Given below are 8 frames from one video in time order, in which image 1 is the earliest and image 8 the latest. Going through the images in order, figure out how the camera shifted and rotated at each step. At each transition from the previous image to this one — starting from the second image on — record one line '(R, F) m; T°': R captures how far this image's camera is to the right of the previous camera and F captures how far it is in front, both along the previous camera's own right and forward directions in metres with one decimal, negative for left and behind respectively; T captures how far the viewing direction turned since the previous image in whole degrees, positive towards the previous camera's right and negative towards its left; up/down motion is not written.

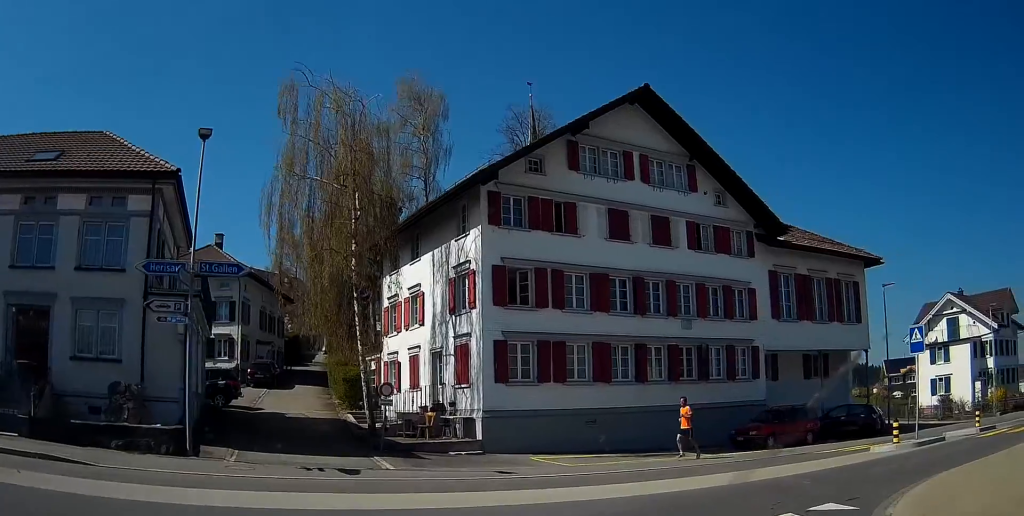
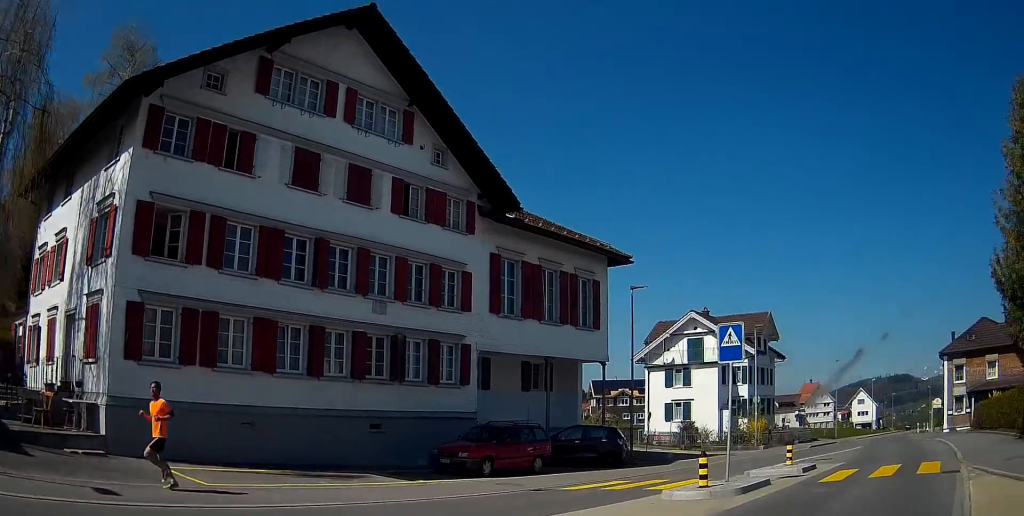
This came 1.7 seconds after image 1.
(+1.4, +6.0) m; +31°
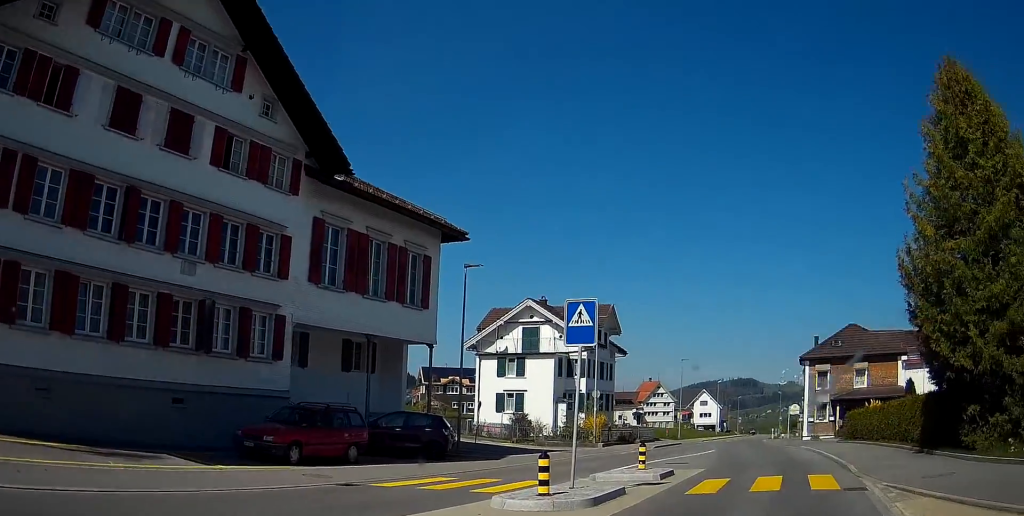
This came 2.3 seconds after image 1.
(+0.2, +2.3) m; +9°
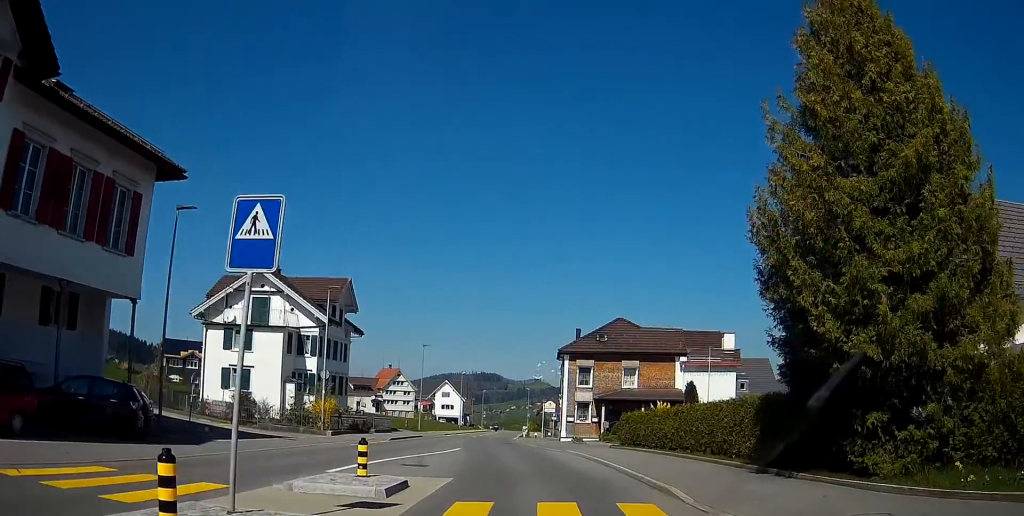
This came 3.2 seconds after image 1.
(+0.6, +4.9) m; +10°
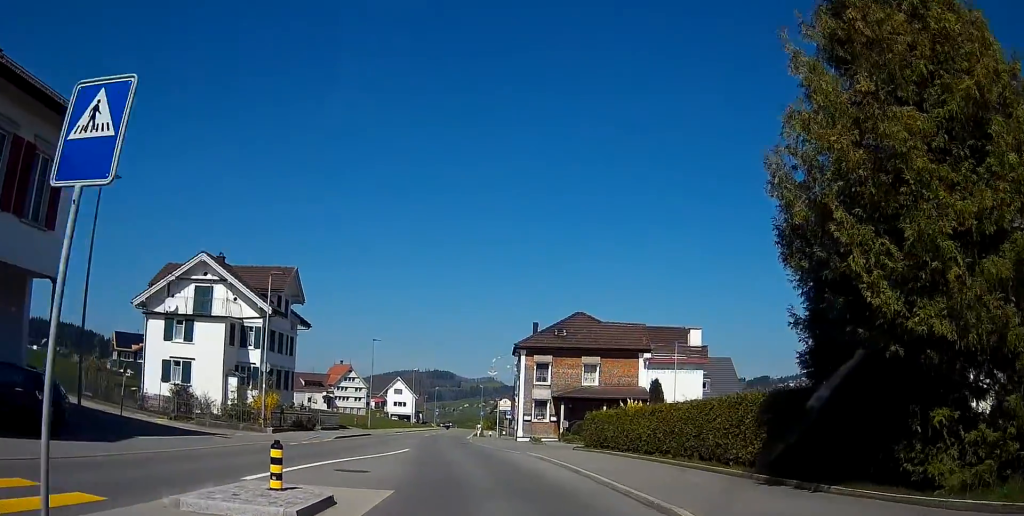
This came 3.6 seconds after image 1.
(+0.1, +2.6) m; +3°
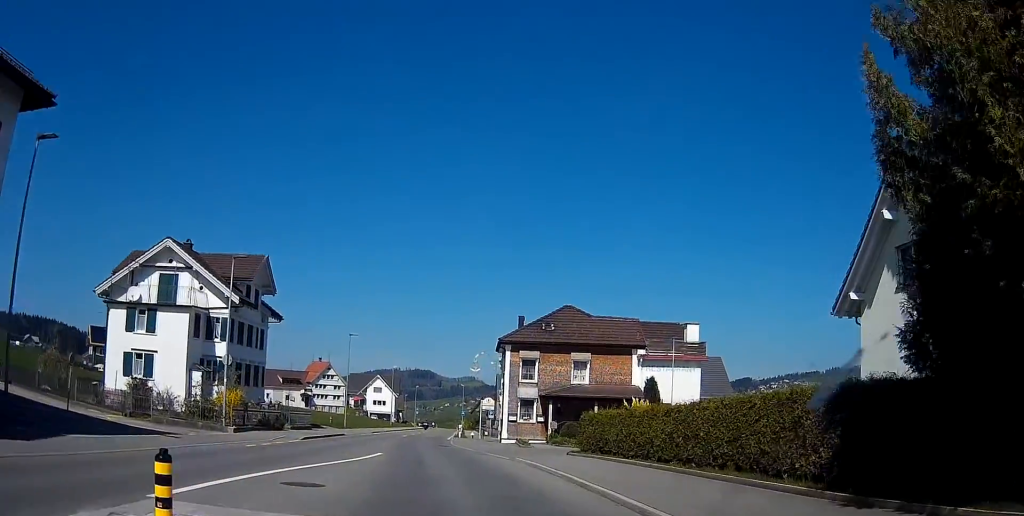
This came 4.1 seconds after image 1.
(+0.1, +3.1) m; +2°
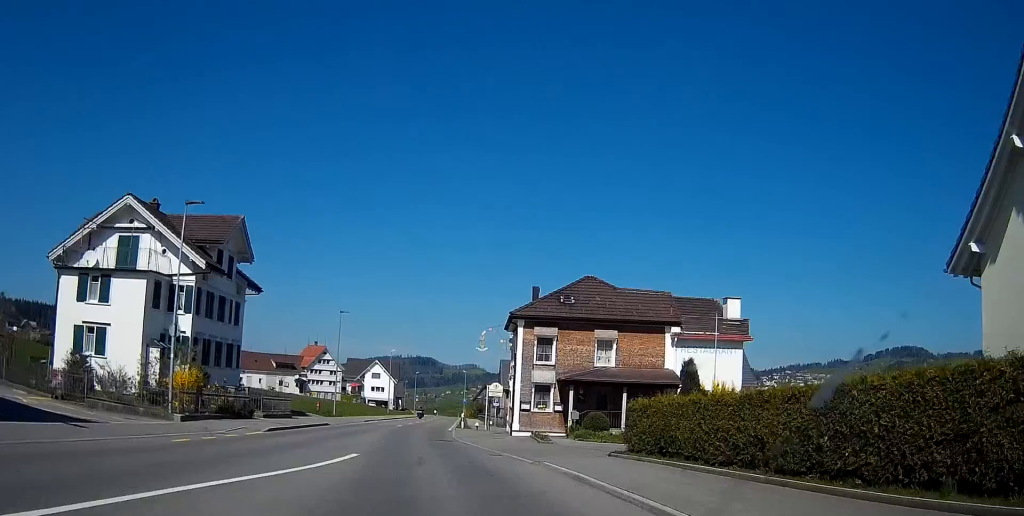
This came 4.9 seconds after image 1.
(+0.1, +6.2) m; +2°
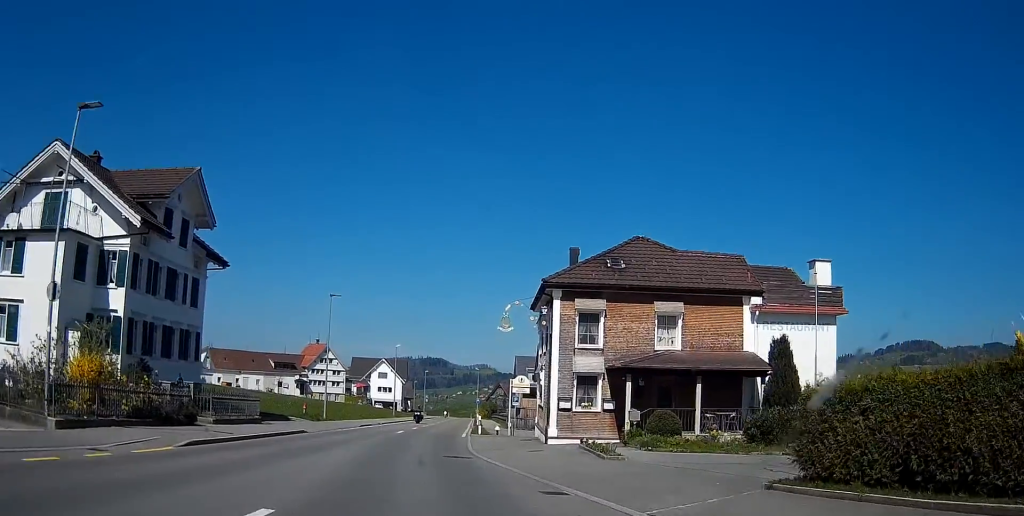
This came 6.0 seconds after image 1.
(+0.1, +9.0) m; +1°
